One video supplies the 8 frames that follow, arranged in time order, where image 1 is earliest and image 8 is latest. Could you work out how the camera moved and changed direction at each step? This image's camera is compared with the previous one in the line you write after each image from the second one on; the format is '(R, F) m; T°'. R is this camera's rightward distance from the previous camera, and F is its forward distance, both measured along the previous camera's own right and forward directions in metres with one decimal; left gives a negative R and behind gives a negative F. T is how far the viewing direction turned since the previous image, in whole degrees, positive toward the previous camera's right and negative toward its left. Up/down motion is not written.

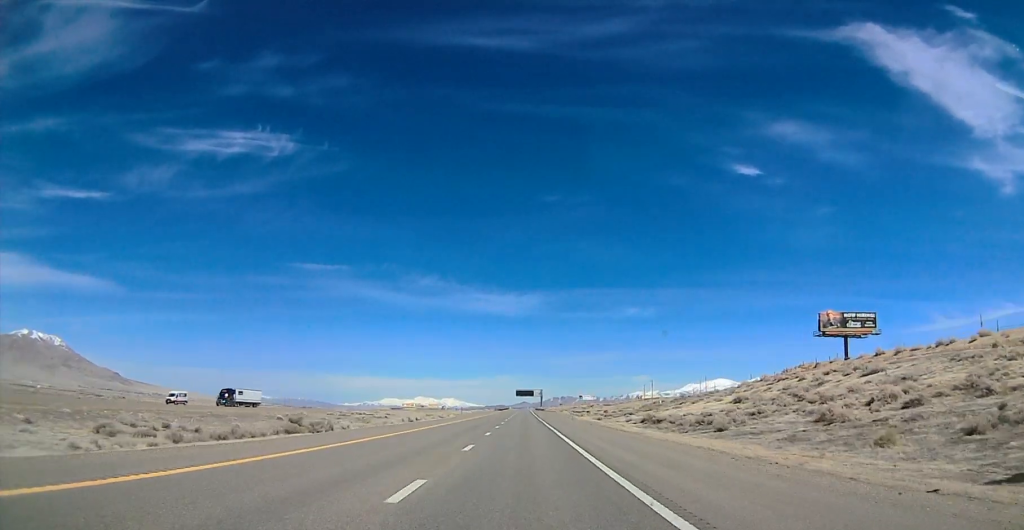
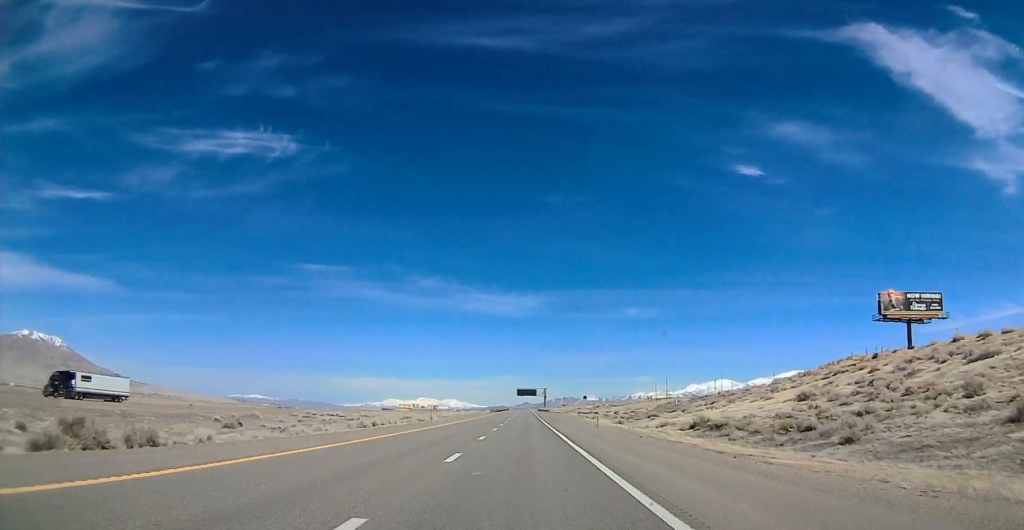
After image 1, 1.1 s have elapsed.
(-1.8, +29.0) m; 0°
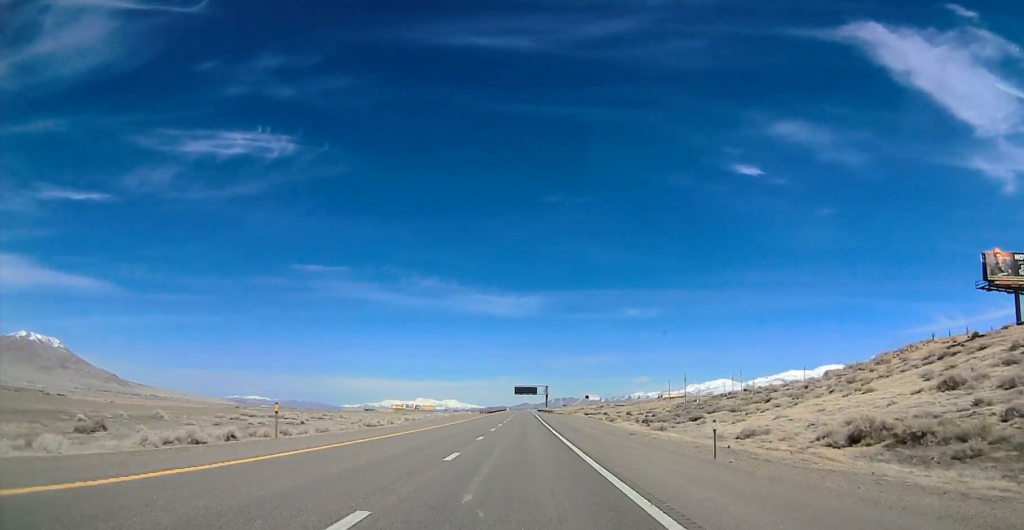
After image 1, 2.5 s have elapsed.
(+2.1, +35.9) m; +2°
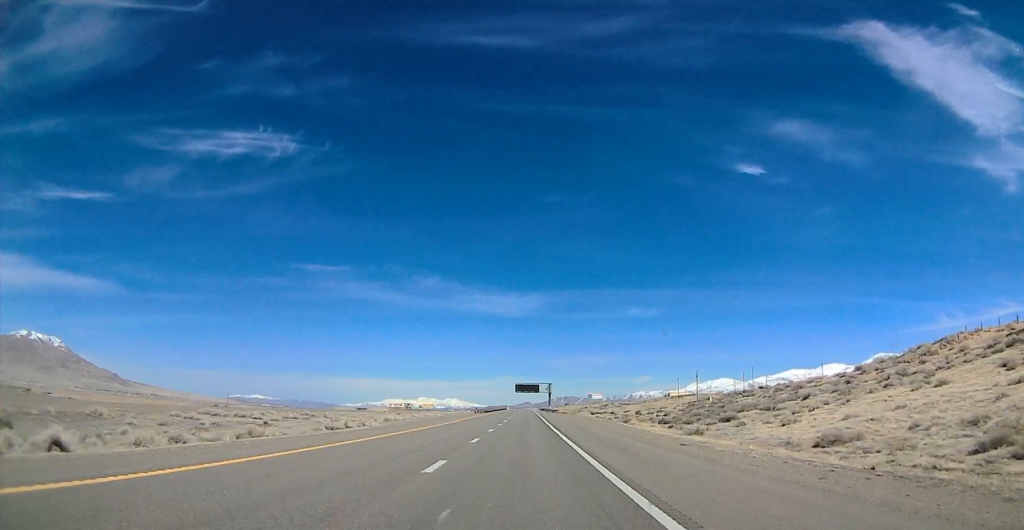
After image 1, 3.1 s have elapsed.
(+0.3, +15.8) m; -2°
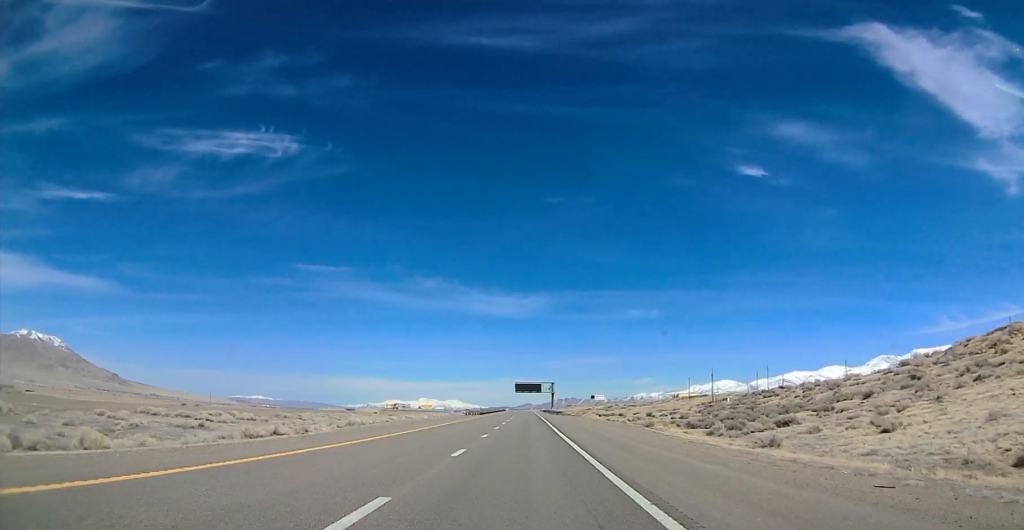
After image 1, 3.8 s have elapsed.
(-1.2, +19.1) m; 0°
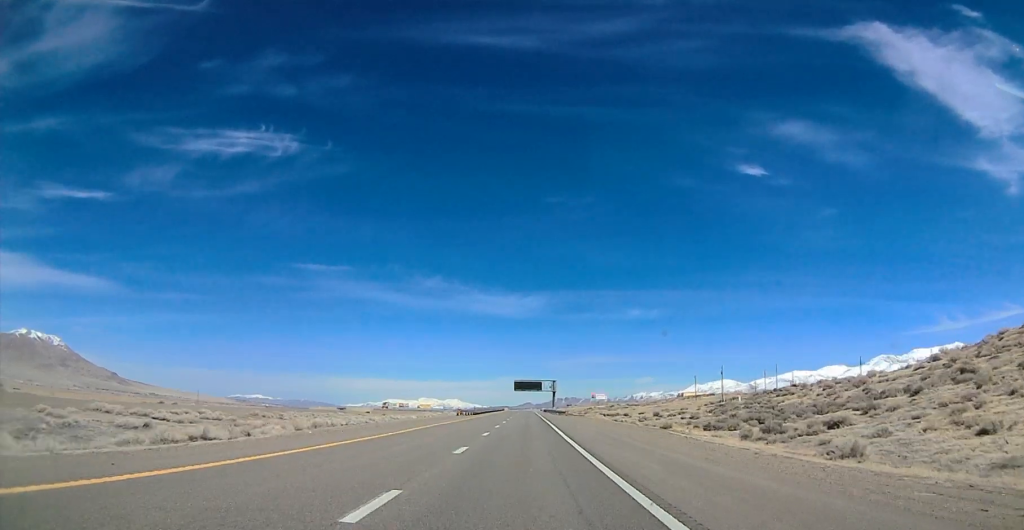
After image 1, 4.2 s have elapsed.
(0.0, +11.3) m; 0°
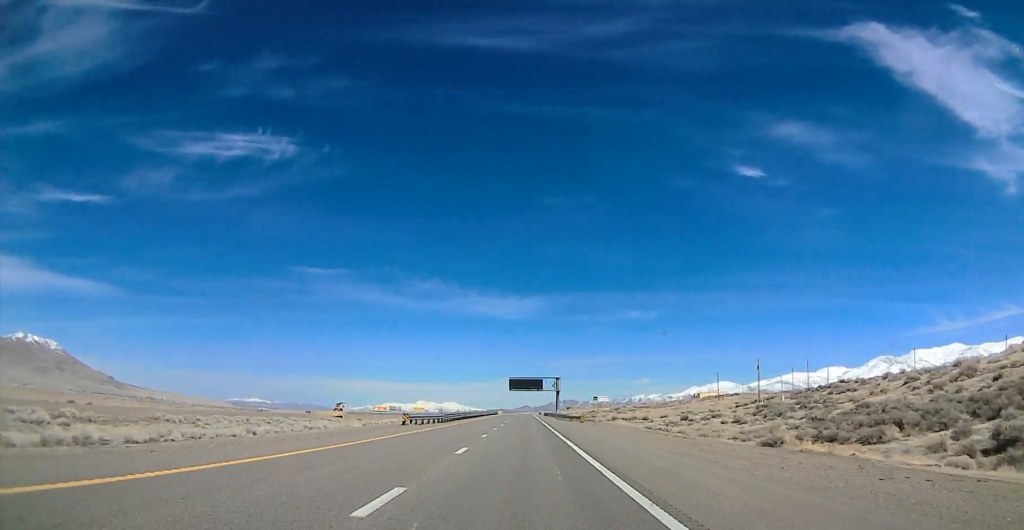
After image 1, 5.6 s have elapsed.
(+1.2, +35.6) m; +1°
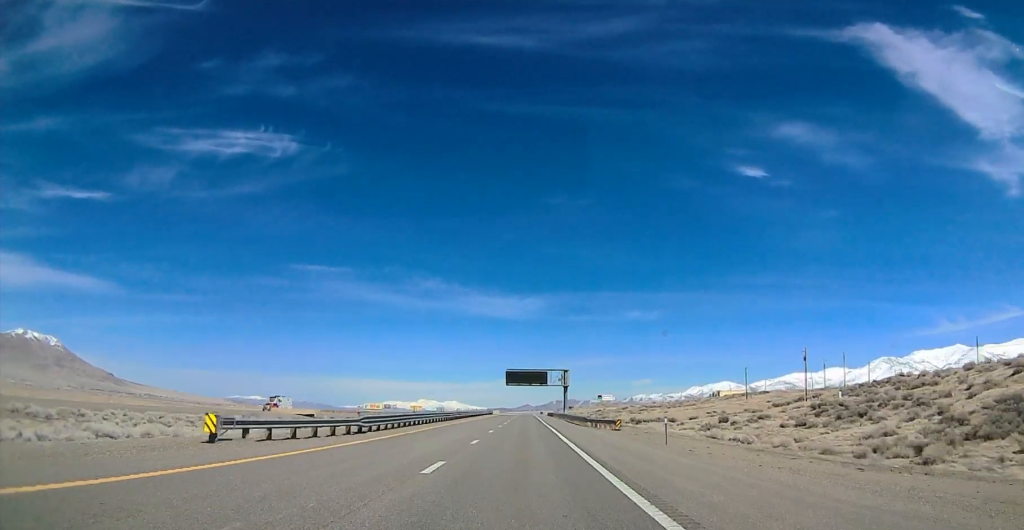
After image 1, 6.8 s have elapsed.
(-0.2, +30.6) m; 0°
